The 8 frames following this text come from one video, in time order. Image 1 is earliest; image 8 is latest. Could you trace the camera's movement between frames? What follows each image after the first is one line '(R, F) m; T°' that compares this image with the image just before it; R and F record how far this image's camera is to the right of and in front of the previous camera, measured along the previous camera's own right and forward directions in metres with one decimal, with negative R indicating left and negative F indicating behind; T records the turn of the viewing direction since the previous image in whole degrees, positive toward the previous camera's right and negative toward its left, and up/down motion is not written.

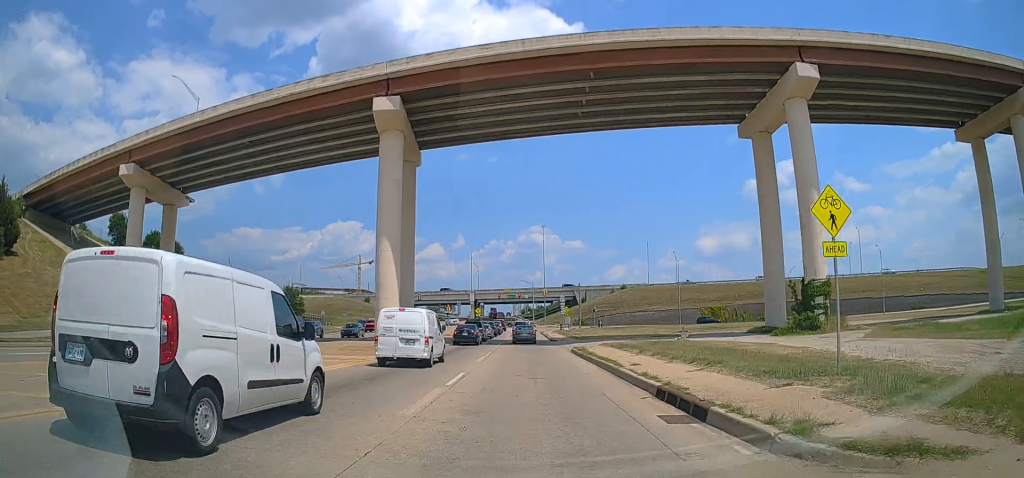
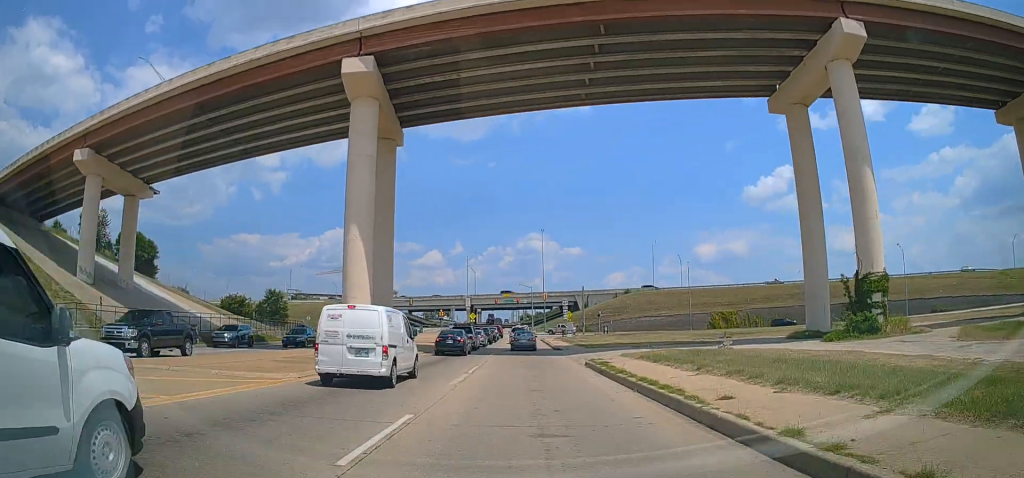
(0.0, +7.8) m; 0°
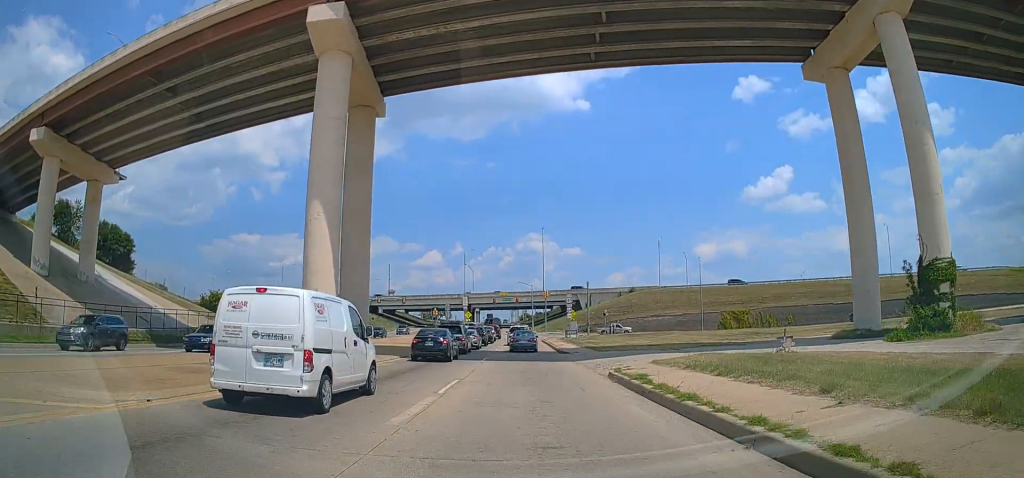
(0.0, +6.3) m; 0°
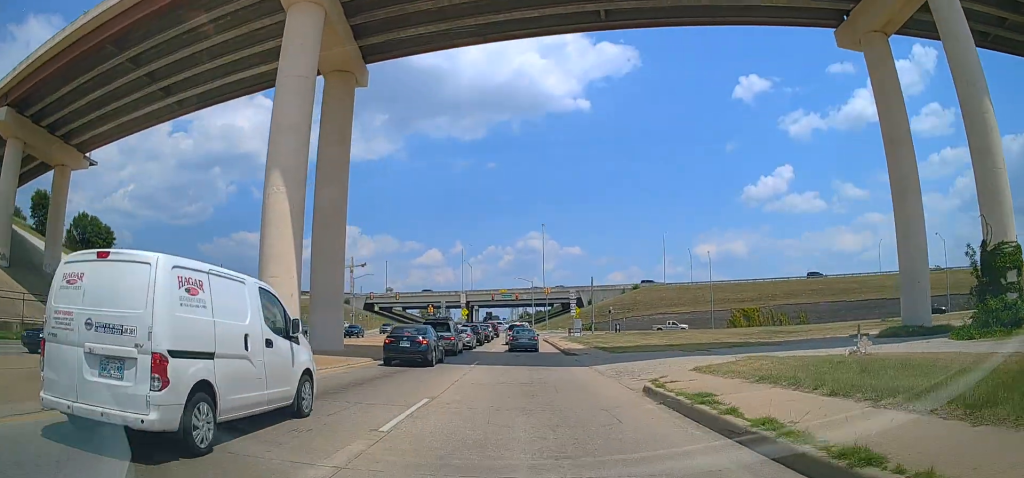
(0.0, +5.0) m; 0°
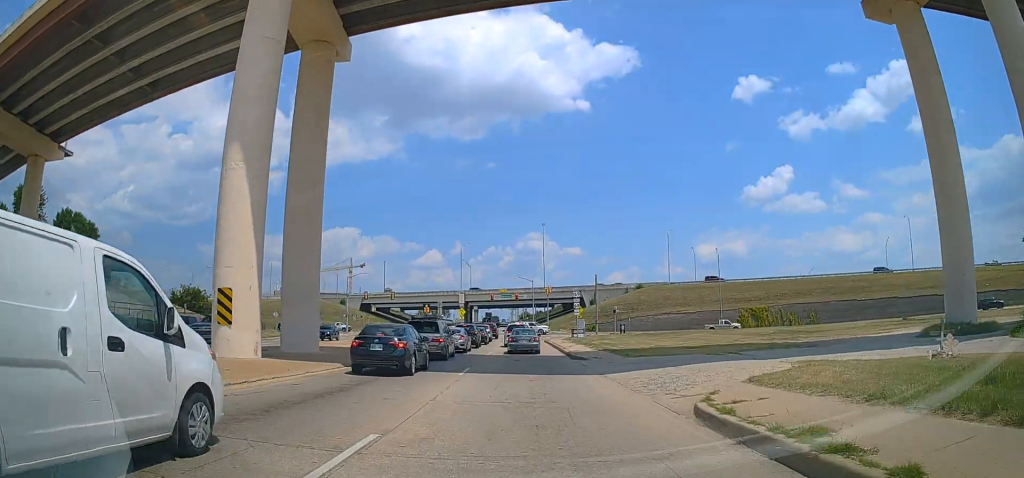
(0.0, +4.0) m; 0°
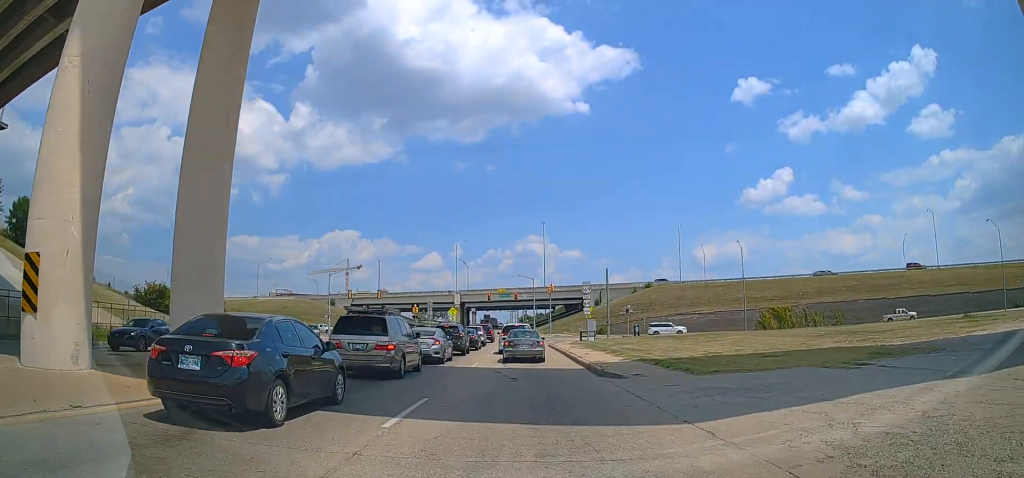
(-0.4, +9.2) m; -3°
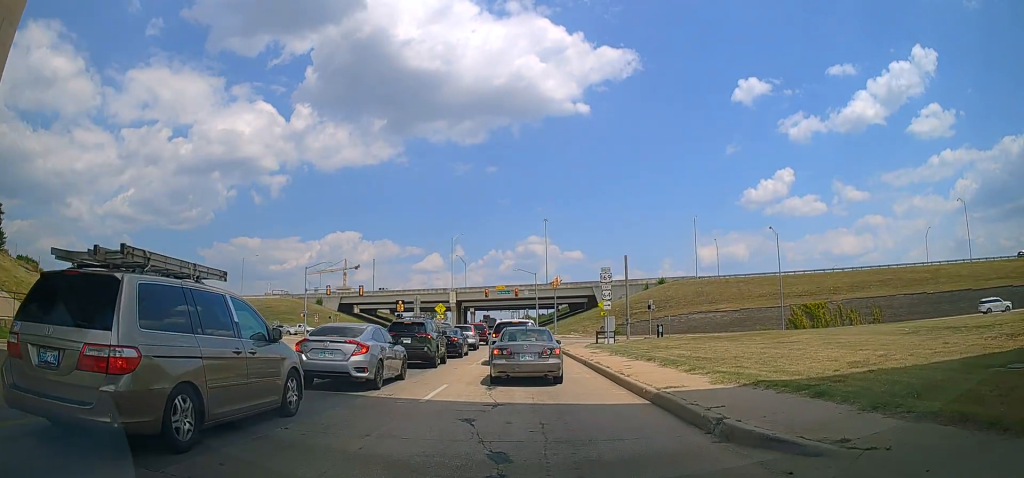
(-0.1, +10.6) m; -1°
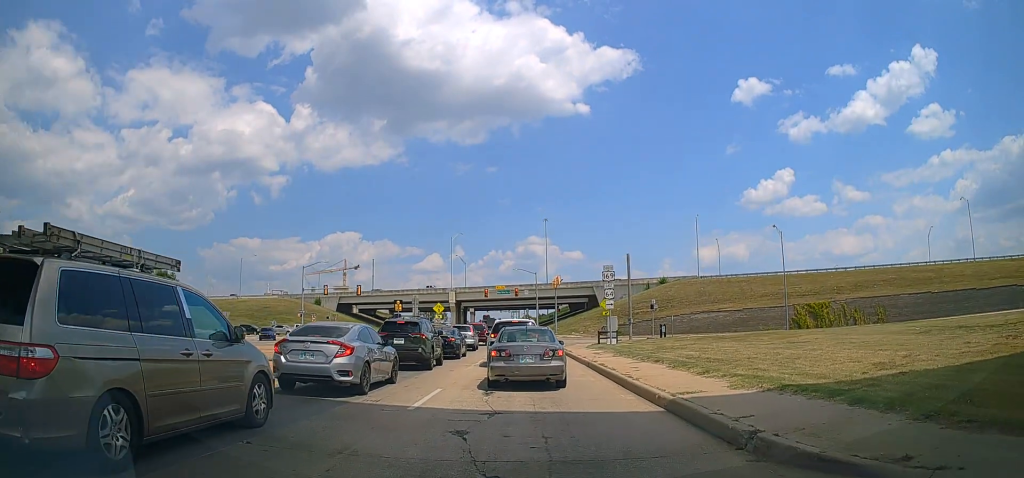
(0.0, +1.1) m; +1°
